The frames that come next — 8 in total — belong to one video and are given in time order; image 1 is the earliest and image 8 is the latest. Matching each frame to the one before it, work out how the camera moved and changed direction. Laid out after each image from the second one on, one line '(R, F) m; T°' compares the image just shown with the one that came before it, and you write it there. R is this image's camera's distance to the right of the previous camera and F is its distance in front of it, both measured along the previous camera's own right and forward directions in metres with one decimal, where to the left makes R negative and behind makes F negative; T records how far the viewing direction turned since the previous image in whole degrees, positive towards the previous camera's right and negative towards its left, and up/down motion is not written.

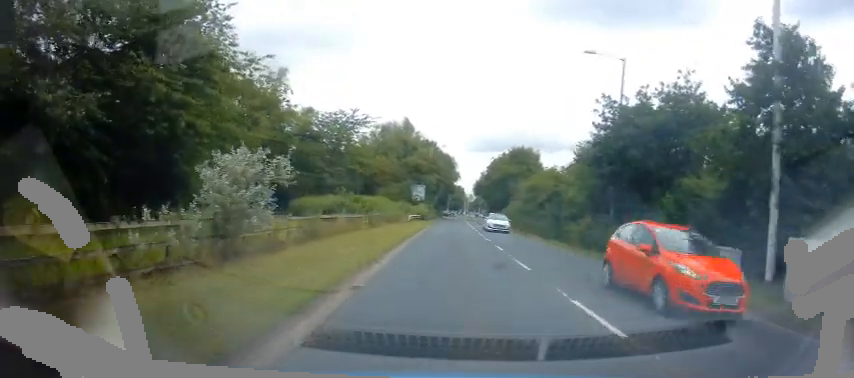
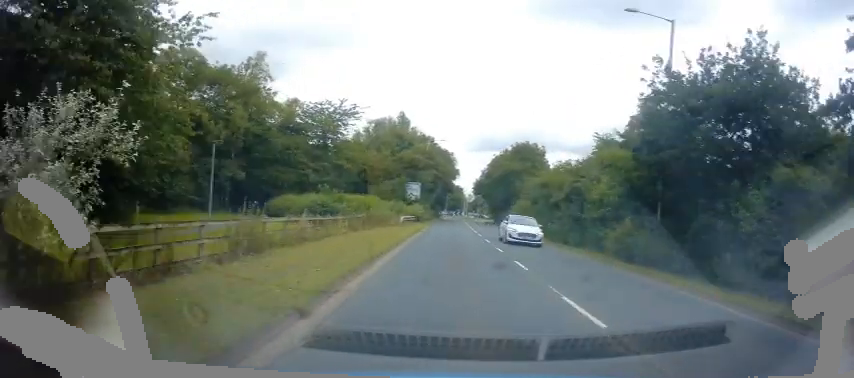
(+0.4, +5.3) m; +1°
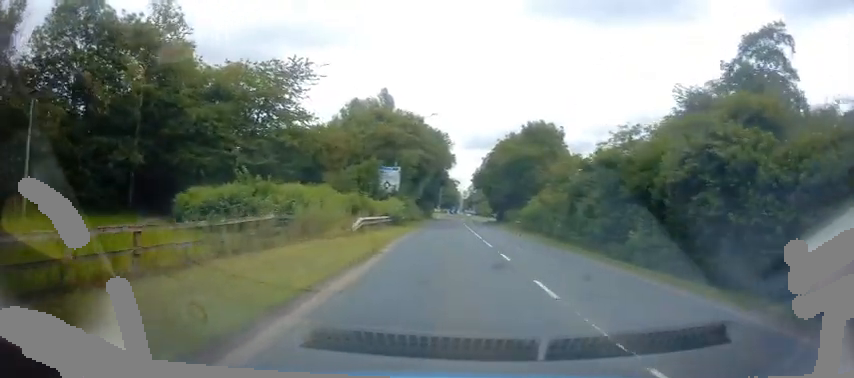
(+0.3, +14.1) m; 0°
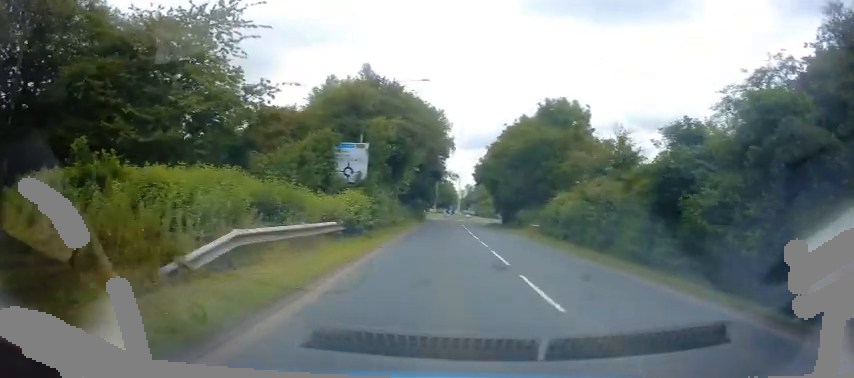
(-0.2, +11.8) m; -1°
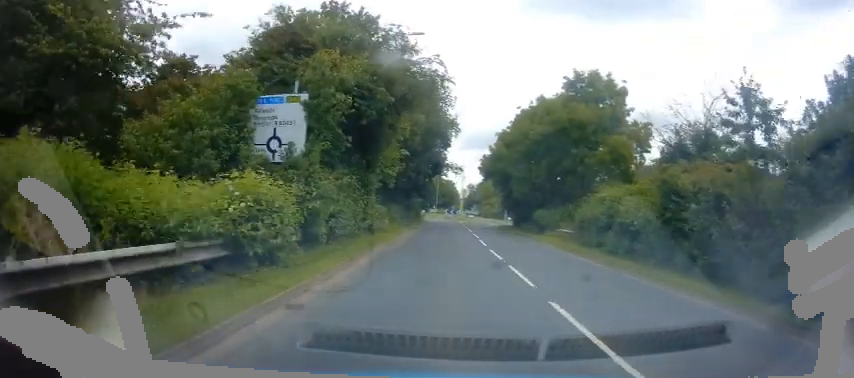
(0.0, +8.6) m; 0°
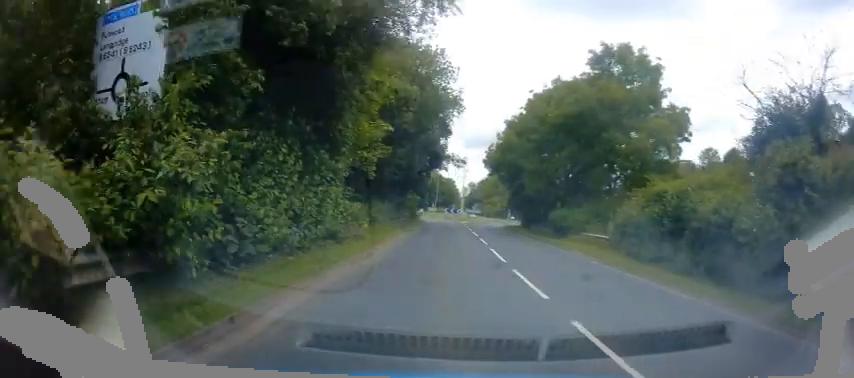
(0.0, +6.0) m; +1°
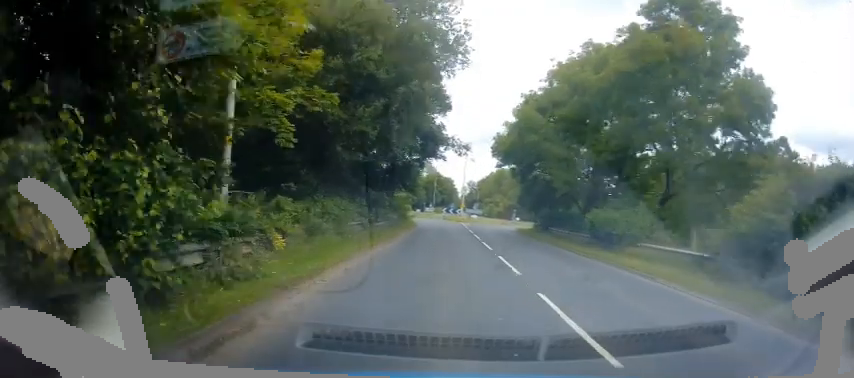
(+0.2, +8.8) m; +1°
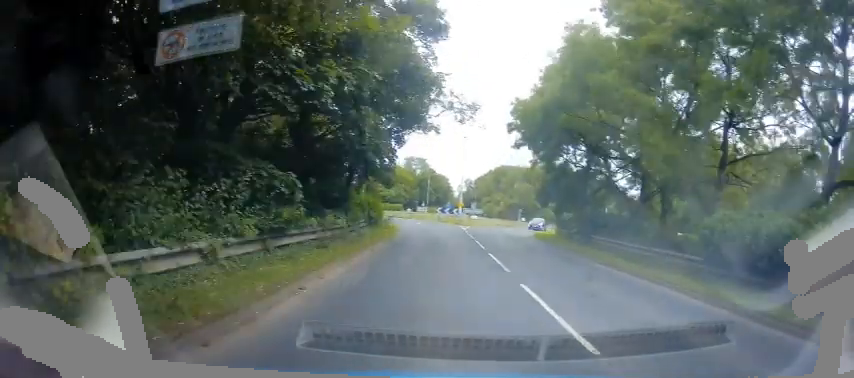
(0.0, +11.8) m; 0°
